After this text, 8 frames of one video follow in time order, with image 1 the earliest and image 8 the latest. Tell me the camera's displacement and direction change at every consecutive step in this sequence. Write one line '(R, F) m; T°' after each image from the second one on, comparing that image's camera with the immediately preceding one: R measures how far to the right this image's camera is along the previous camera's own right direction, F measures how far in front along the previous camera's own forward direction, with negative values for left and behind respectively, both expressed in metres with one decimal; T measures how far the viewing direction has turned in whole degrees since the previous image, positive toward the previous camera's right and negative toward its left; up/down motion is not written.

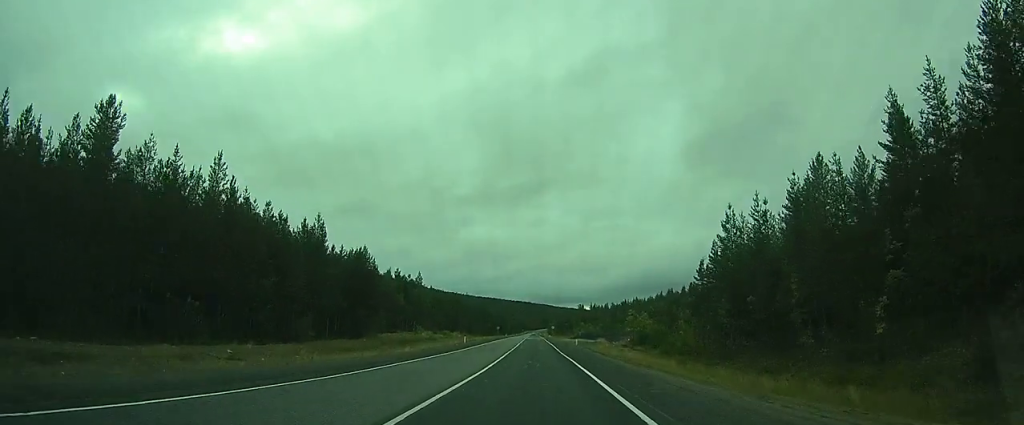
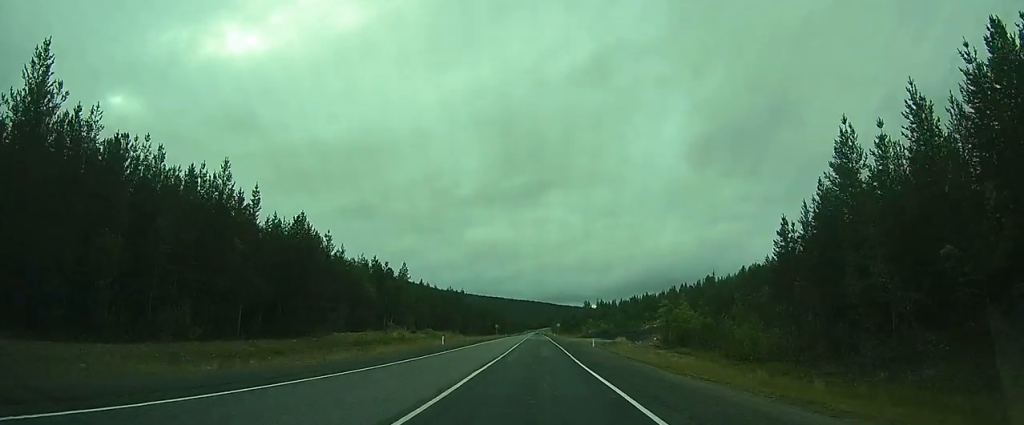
(0.0, +17.9) m; 0°
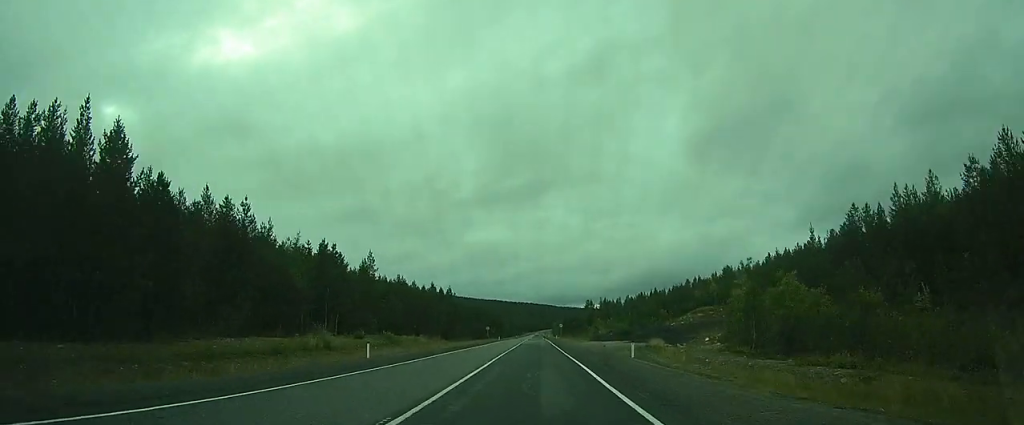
(+0.1, +22.3) m; 0°
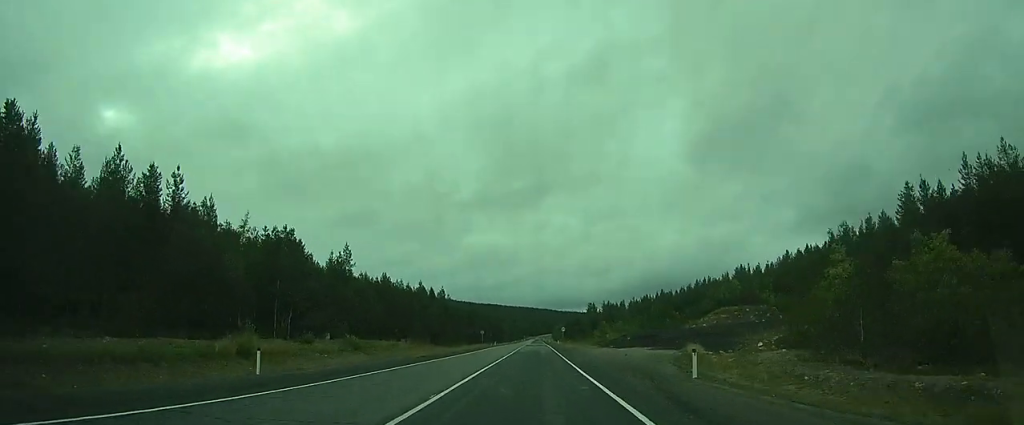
(+0.1, +11.9) m; 0°
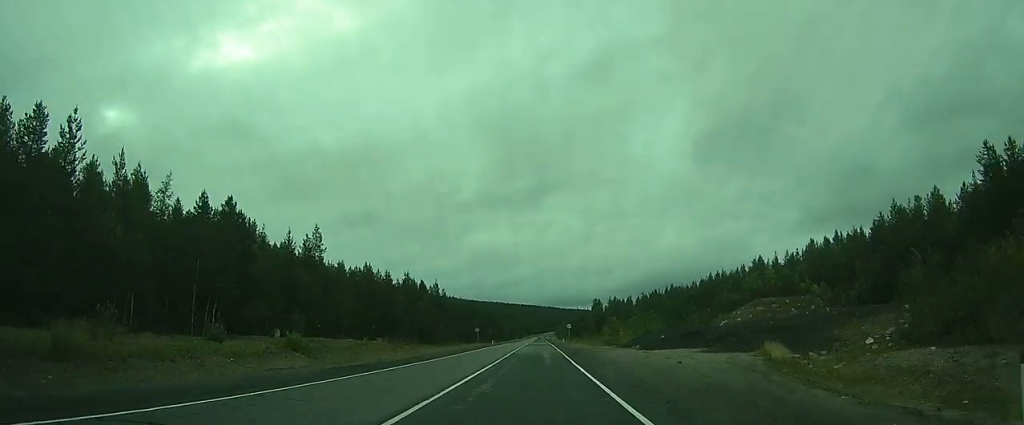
(0.0, +12.8) m; 0°
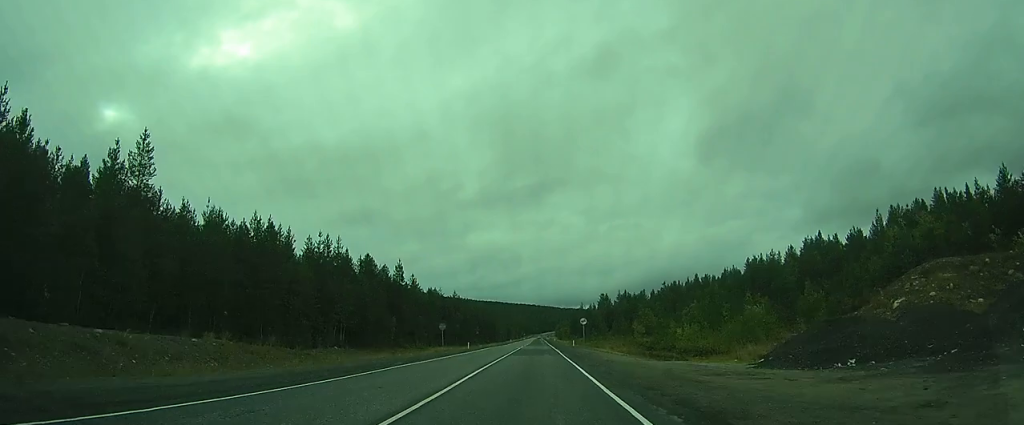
(-0.5, +34.8) m; -1°
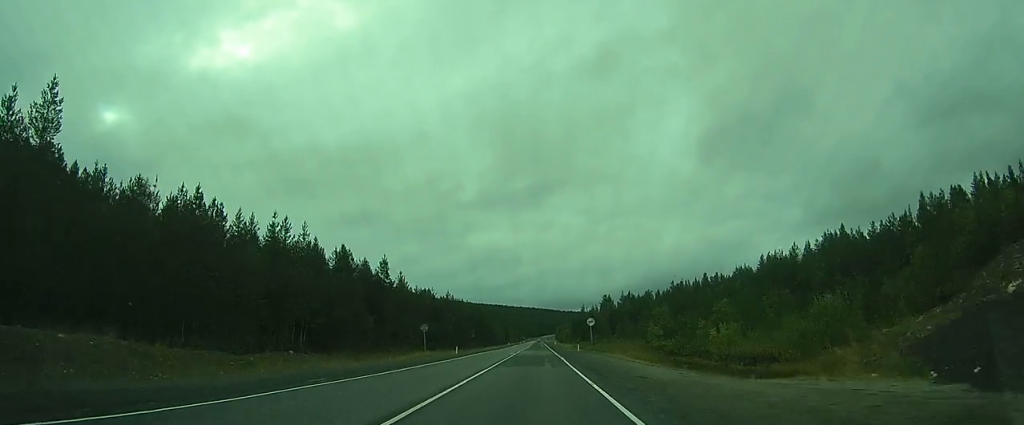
(0.0, +9.9) m; 0°
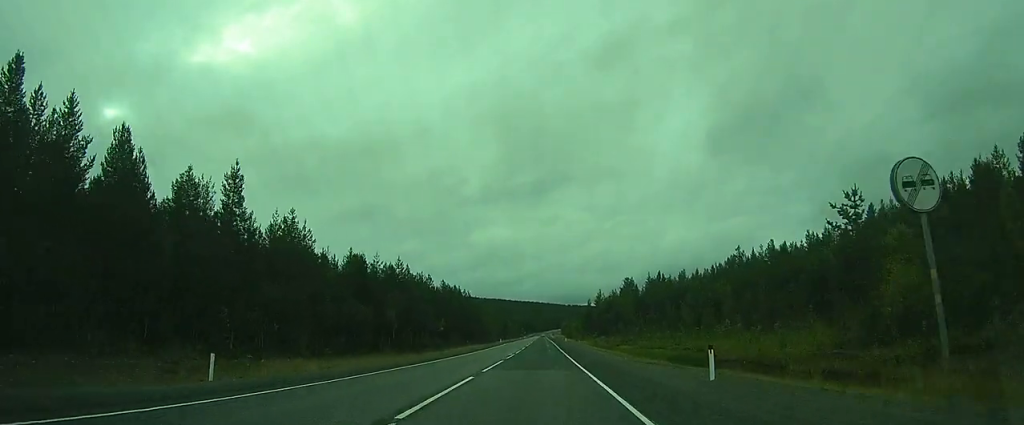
(-0.1, +47.2) m; 0°
